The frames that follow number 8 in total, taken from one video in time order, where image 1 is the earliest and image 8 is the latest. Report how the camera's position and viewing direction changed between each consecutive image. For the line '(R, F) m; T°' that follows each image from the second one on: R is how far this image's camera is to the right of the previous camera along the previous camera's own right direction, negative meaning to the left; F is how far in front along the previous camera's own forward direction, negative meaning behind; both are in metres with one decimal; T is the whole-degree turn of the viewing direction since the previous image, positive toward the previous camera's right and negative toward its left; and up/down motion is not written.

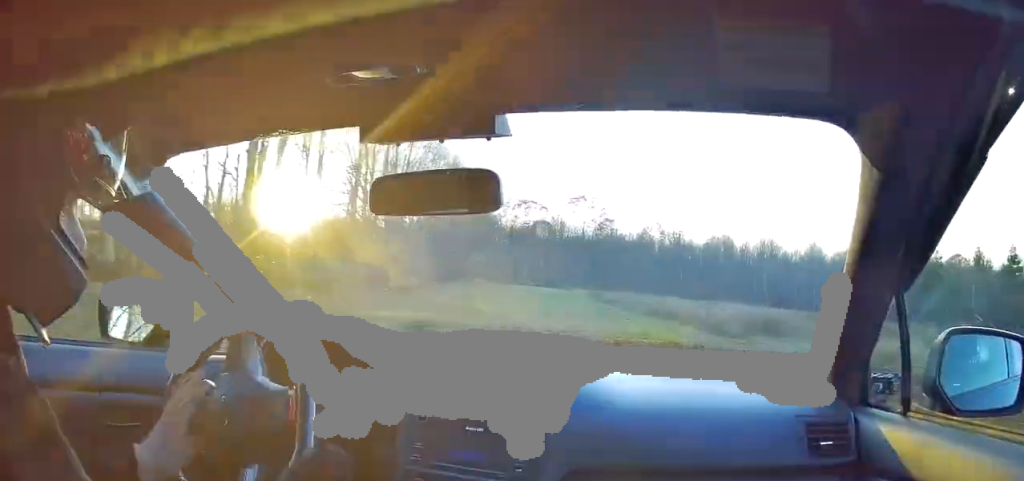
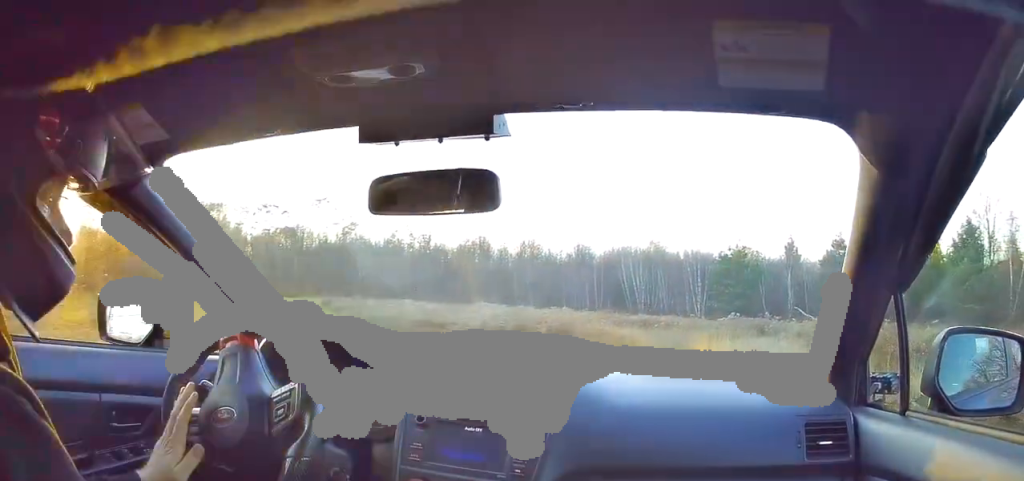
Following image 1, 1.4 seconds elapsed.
(-0.3, +13.8) m; 0°
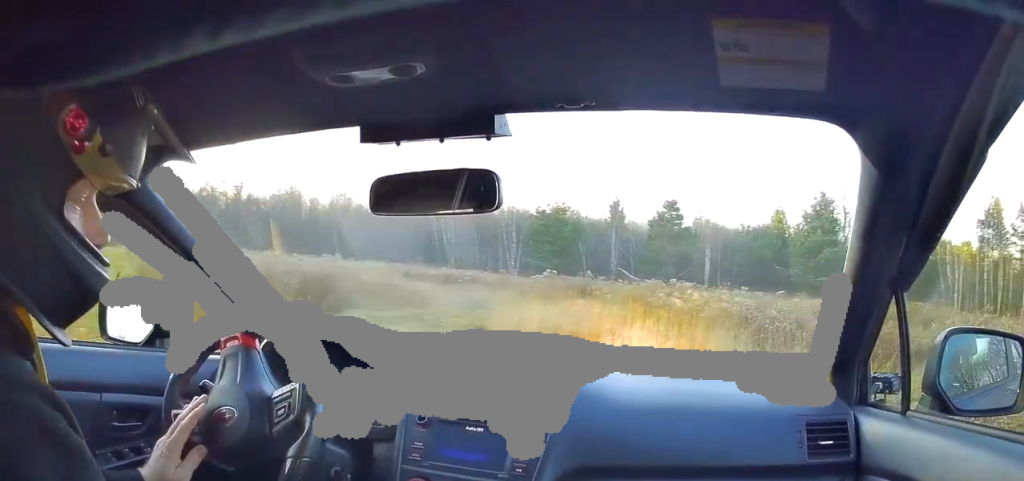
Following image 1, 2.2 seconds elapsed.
(+0.2, +6.4) m; +4°
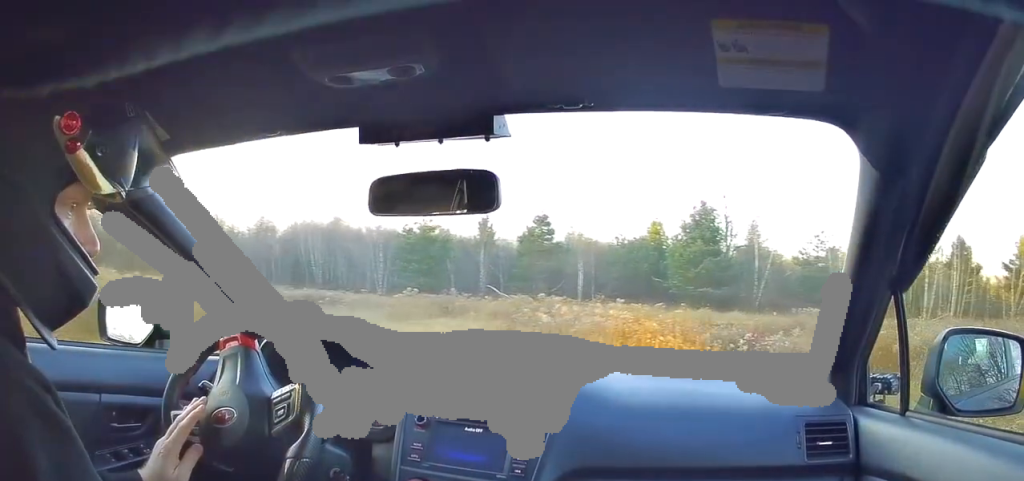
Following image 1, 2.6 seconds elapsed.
(0.0, +2.7) m; +15°
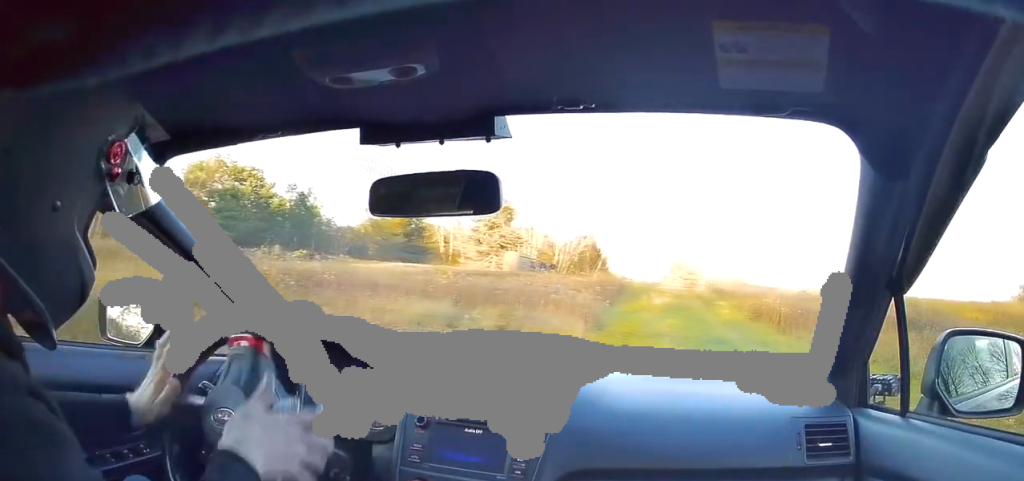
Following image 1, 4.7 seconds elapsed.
(+6.0, +4.9) m; +86°
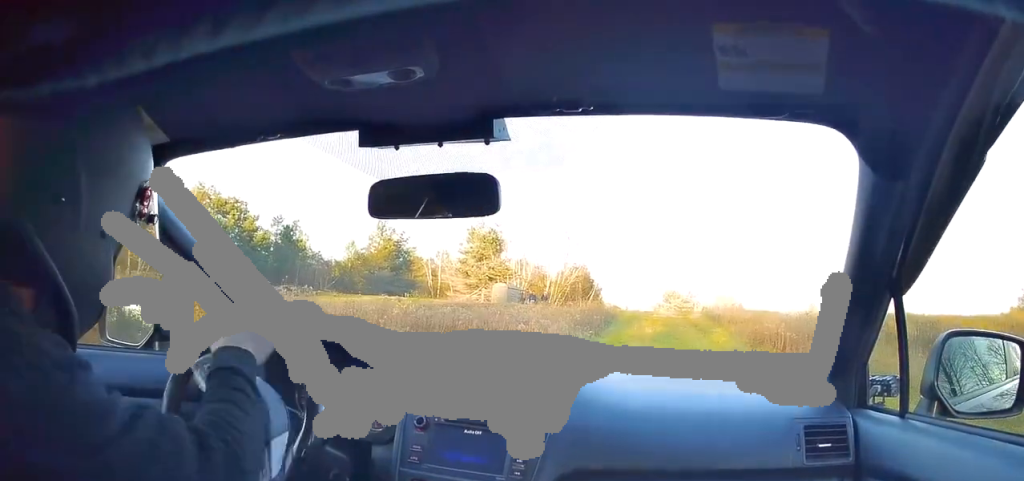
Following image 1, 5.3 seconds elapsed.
(+0.3, +1.8) m; -2°
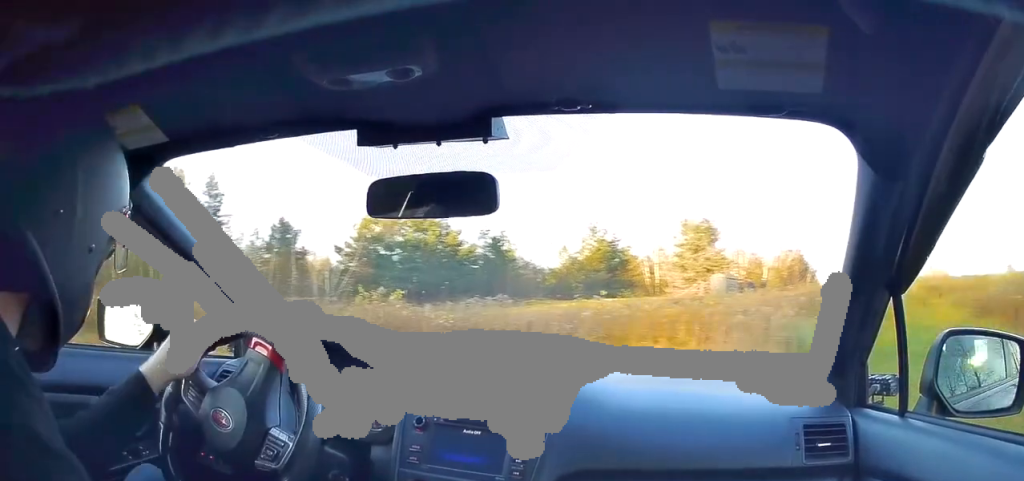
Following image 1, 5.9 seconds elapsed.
(-0.4, +1.2) m; -14°
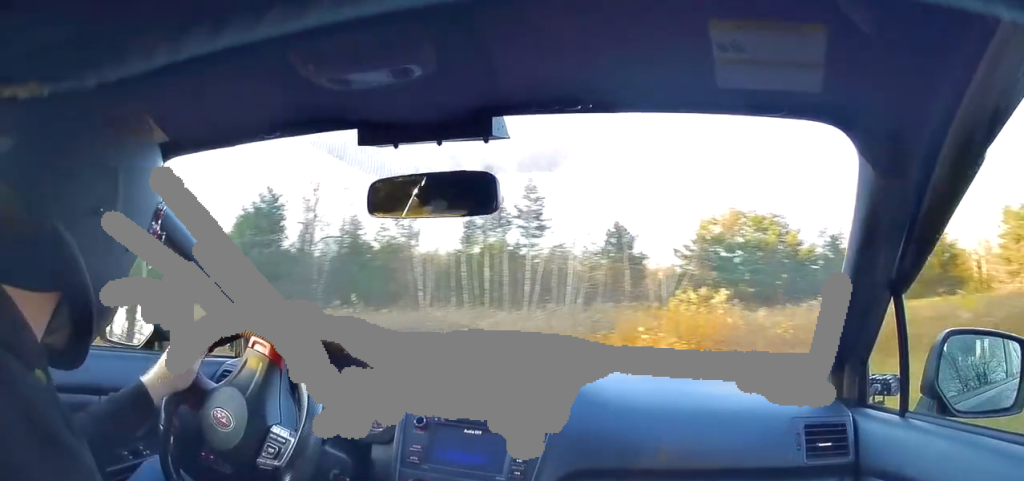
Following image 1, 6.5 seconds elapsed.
(-0.2, +1.6) m; -15°
